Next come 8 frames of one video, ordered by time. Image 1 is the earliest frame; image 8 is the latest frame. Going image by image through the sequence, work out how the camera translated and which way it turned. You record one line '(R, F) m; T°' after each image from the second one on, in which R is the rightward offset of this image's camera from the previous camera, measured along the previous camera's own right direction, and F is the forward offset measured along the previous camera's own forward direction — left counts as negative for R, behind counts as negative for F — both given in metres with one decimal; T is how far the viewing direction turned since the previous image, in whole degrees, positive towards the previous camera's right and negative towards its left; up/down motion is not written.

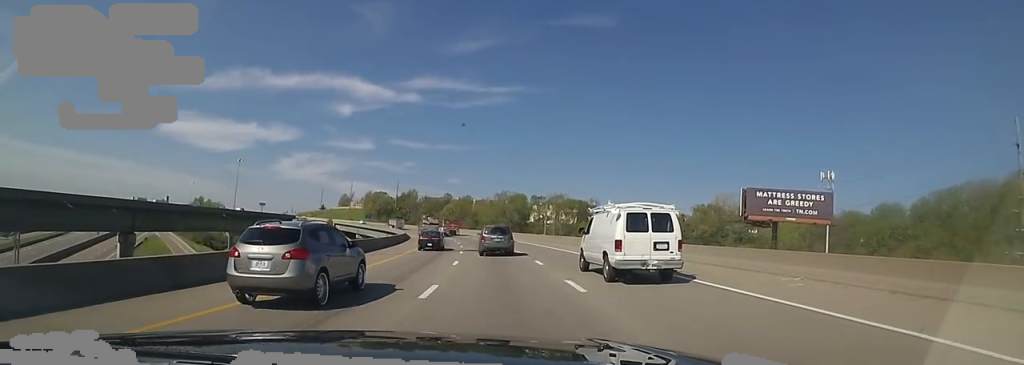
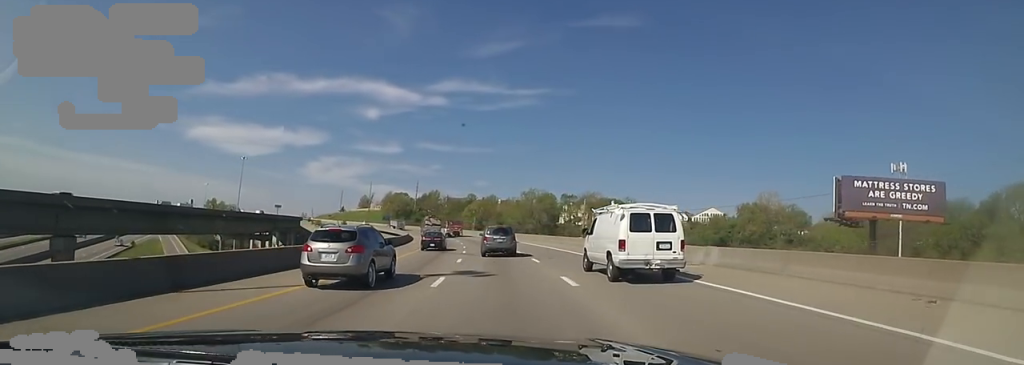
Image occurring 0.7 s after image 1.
(-0.3, +17.7) m; -2°
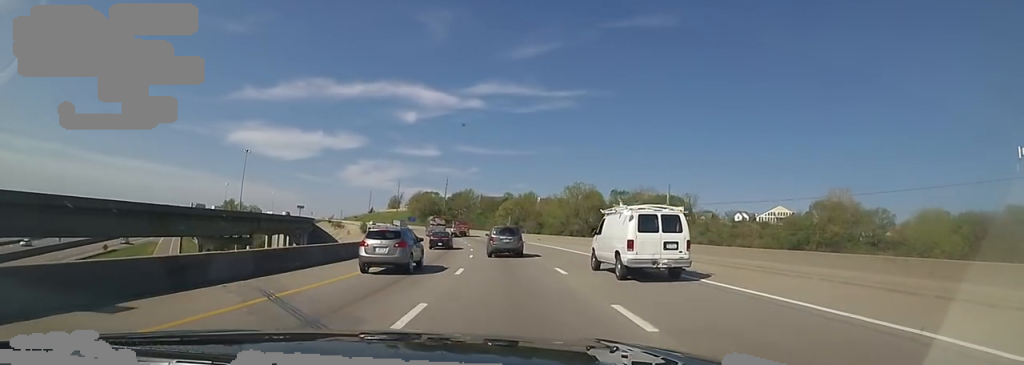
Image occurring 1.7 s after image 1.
(-0.6, +25.4) m; -6°
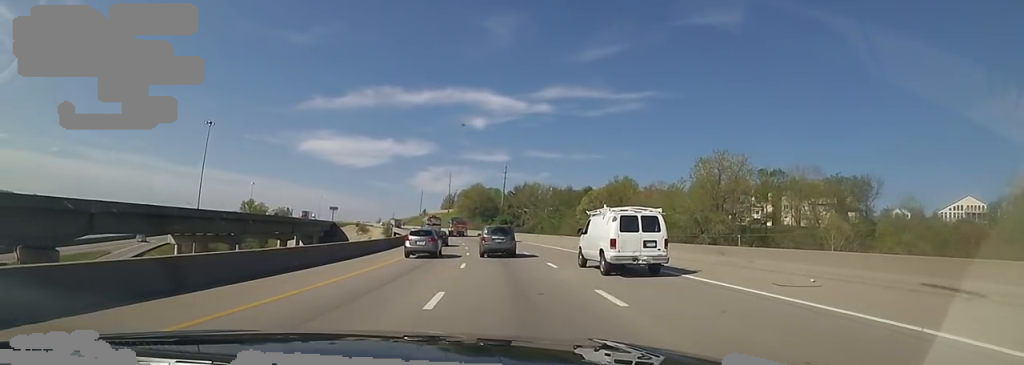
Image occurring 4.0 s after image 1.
(-8.1, +57.4) m; -11°
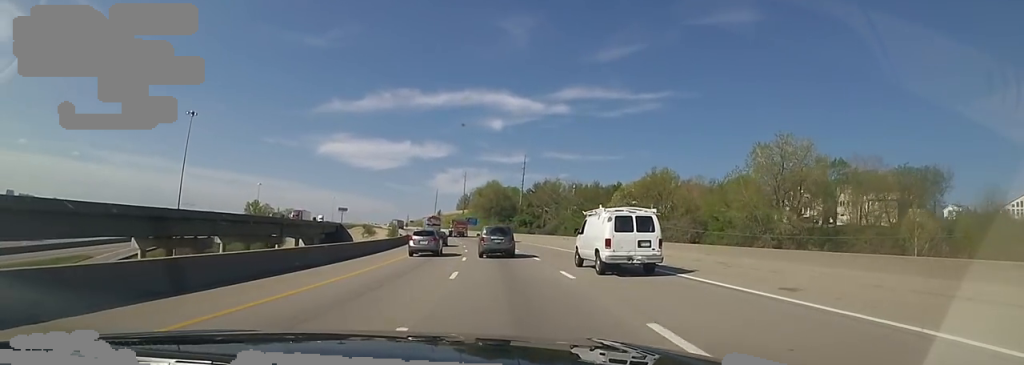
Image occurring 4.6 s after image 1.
(0.0, +14.2) m; 0°
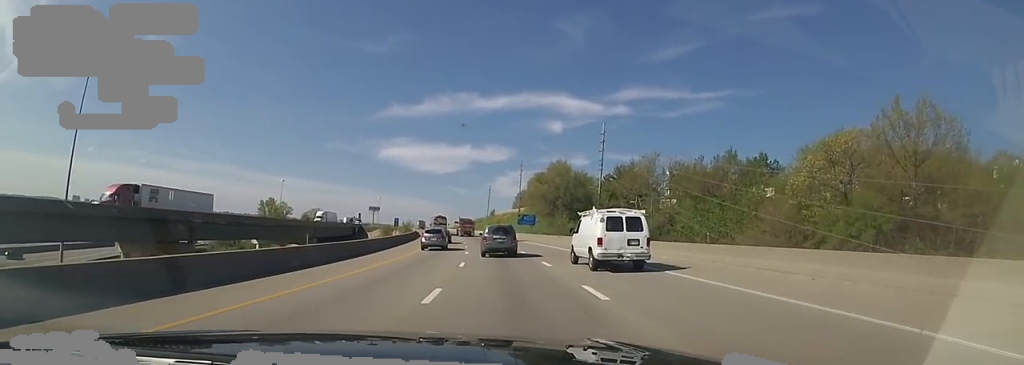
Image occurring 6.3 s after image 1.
(-0.6, +43.7) m; -7°
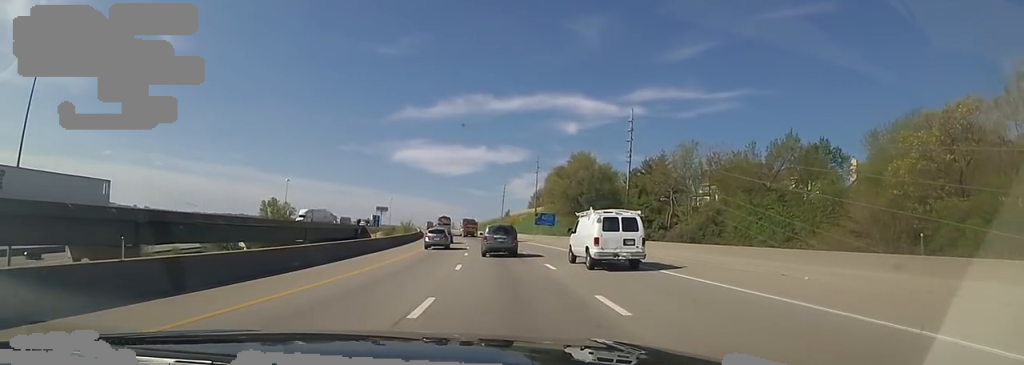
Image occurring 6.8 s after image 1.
(-1.2, +11.4) m; -2°
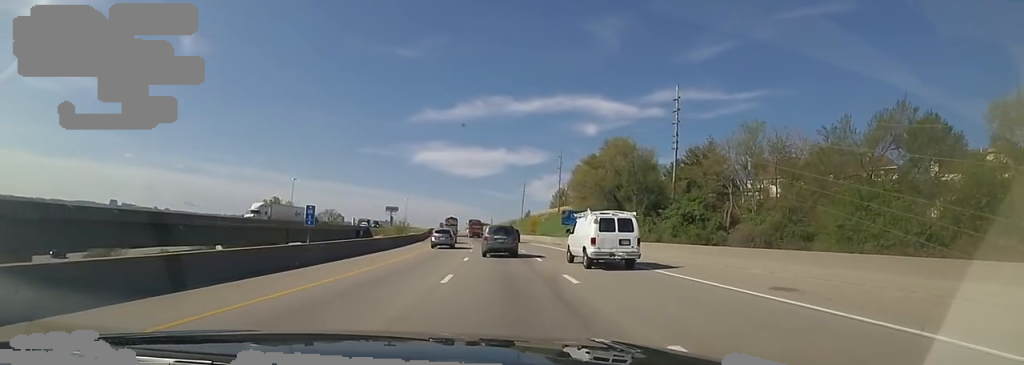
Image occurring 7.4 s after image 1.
(-0.7, +14.6) m; -2°
